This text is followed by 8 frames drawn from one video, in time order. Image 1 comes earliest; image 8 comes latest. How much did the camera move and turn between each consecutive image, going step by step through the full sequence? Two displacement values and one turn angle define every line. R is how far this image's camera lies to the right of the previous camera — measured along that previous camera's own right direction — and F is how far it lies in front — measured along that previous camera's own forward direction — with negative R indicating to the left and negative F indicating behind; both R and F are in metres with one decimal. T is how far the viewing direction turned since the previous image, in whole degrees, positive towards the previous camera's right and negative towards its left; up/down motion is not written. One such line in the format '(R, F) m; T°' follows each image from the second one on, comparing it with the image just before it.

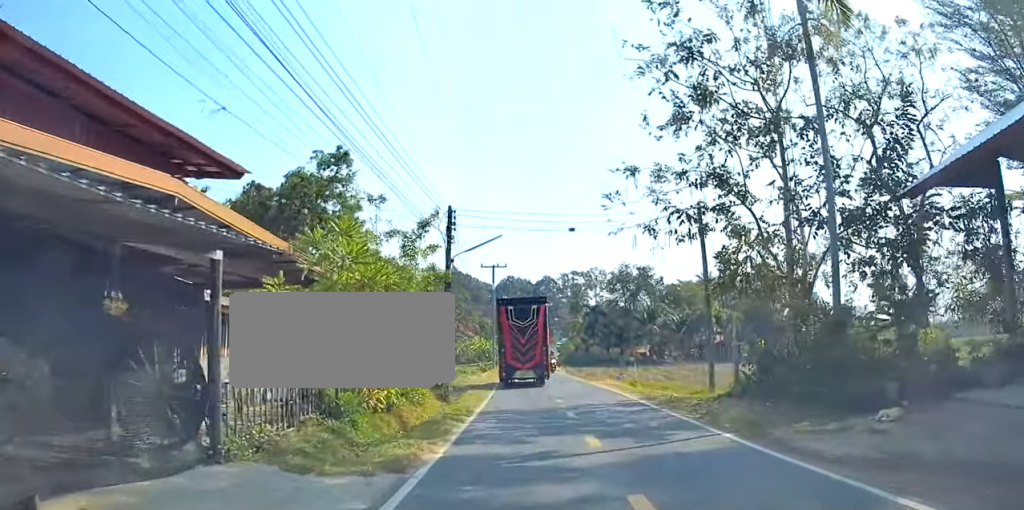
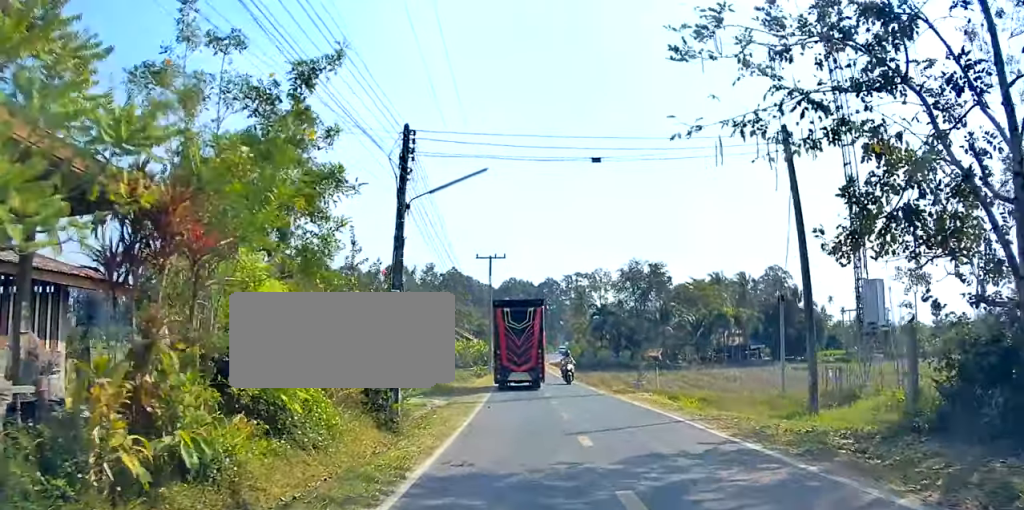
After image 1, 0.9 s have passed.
(+0.2, +7.5) m; +1°
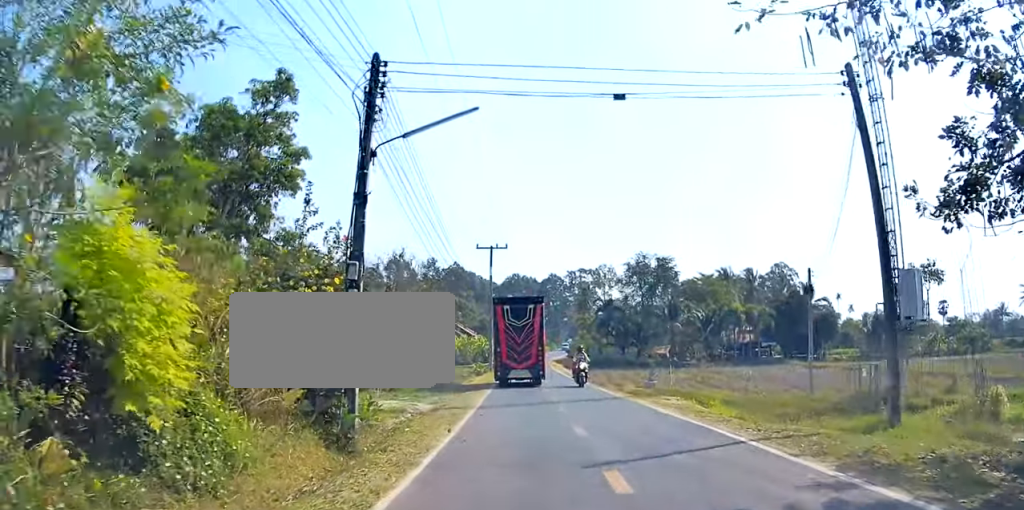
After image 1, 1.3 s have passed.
(0.0, +3.4) m; 0°
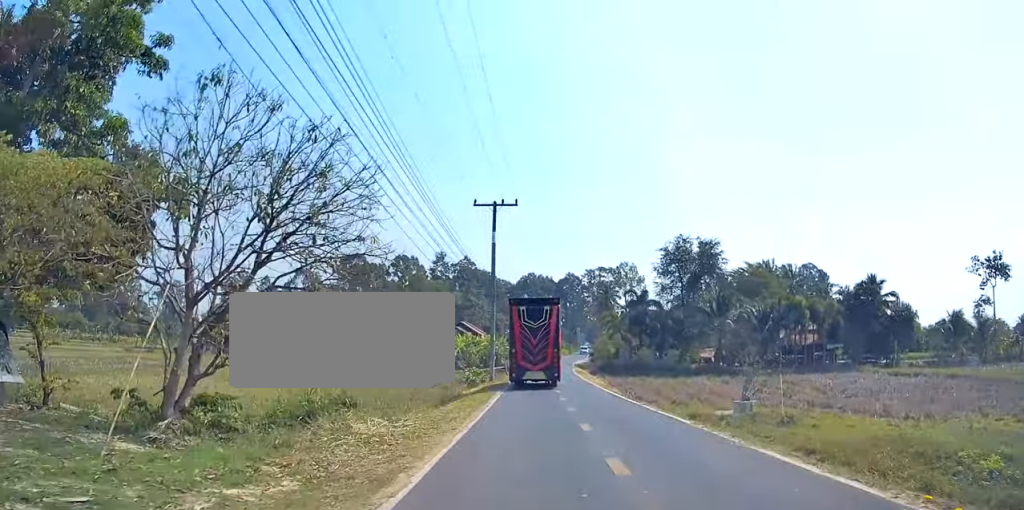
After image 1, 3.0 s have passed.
(-0.1, +15.1) m; -2°
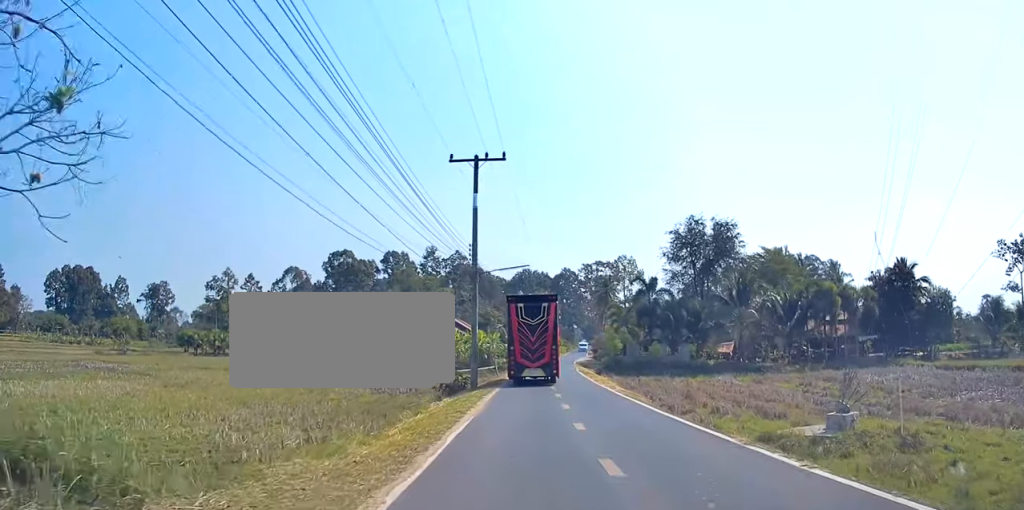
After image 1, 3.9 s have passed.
(-0.2, +8.5) m; -1°
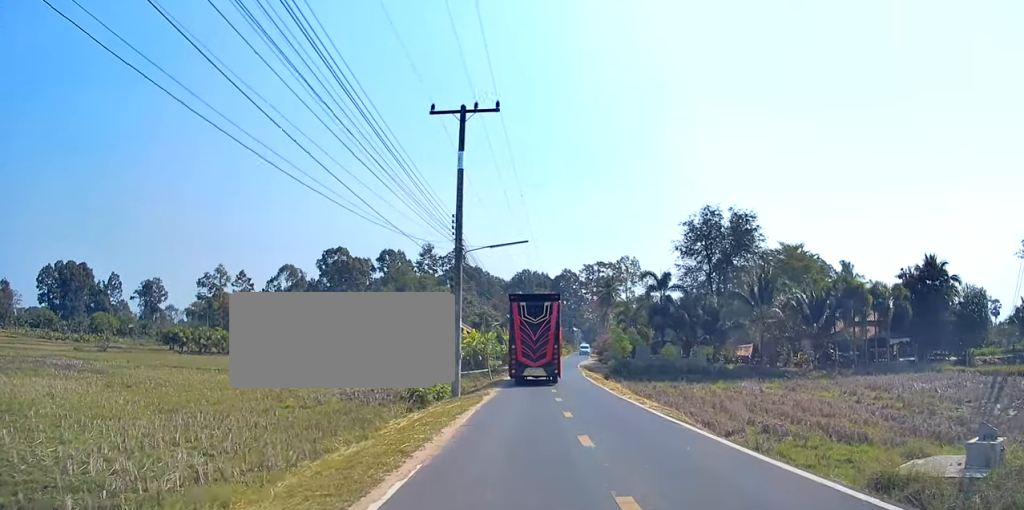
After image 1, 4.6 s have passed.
(0.0, +6.3) m; -1°
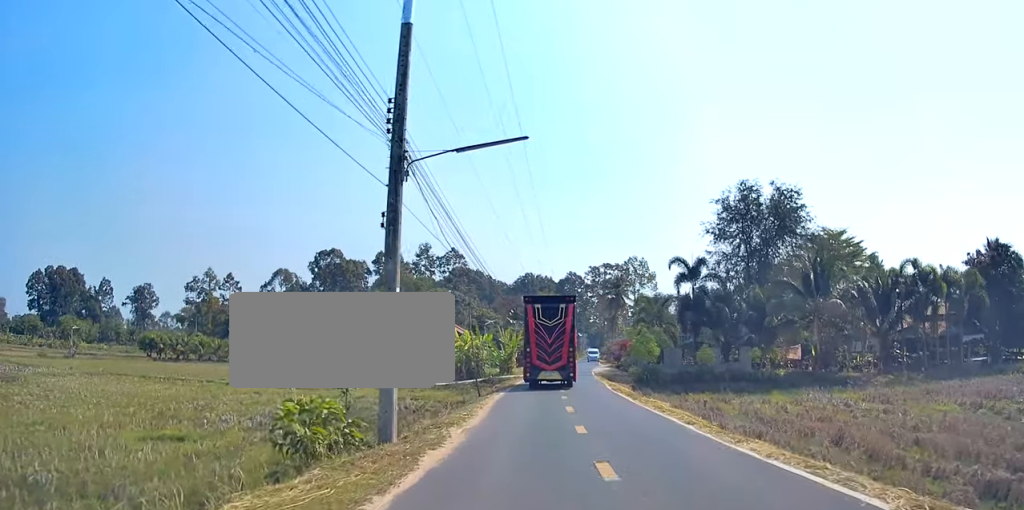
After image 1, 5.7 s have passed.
(-0.1, +10.3) m; -1°
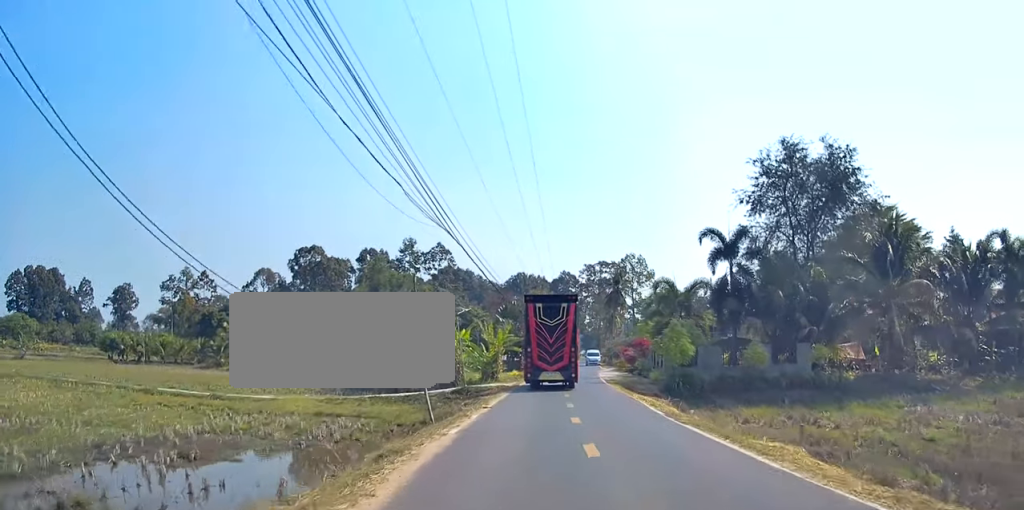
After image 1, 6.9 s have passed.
(-0.1, +11.2) m; 0°
